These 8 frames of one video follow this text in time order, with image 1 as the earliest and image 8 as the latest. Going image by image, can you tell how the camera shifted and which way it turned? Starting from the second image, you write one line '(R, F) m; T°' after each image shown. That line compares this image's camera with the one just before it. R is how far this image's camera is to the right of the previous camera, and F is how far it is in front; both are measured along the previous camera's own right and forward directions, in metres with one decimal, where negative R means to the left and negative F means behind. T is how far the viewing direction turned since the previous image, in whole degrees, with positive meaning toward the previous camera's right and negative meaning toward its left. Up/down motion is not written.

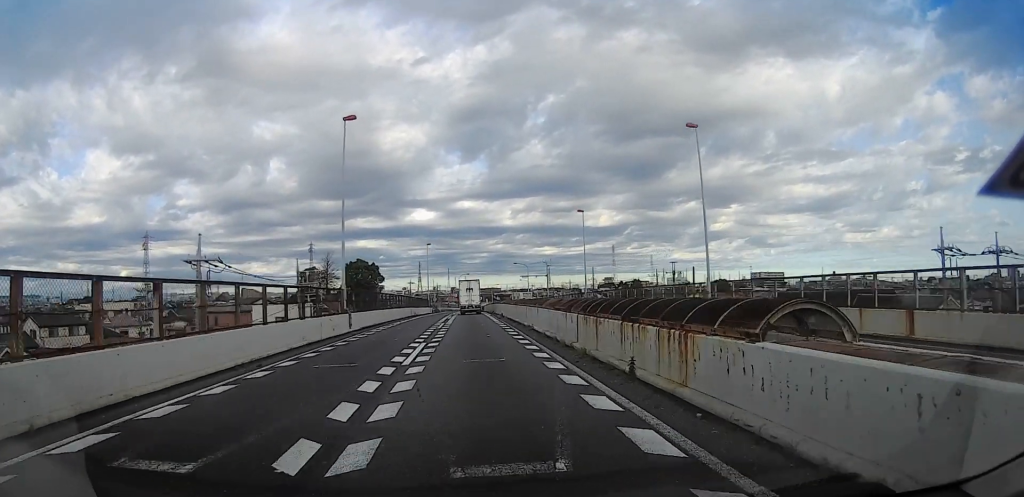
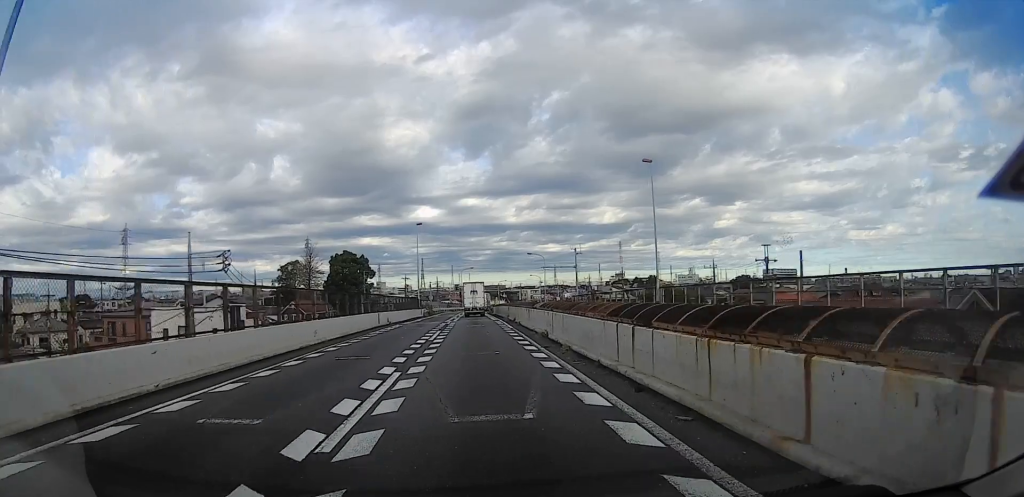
(-0.1, +18.6) m; -2°
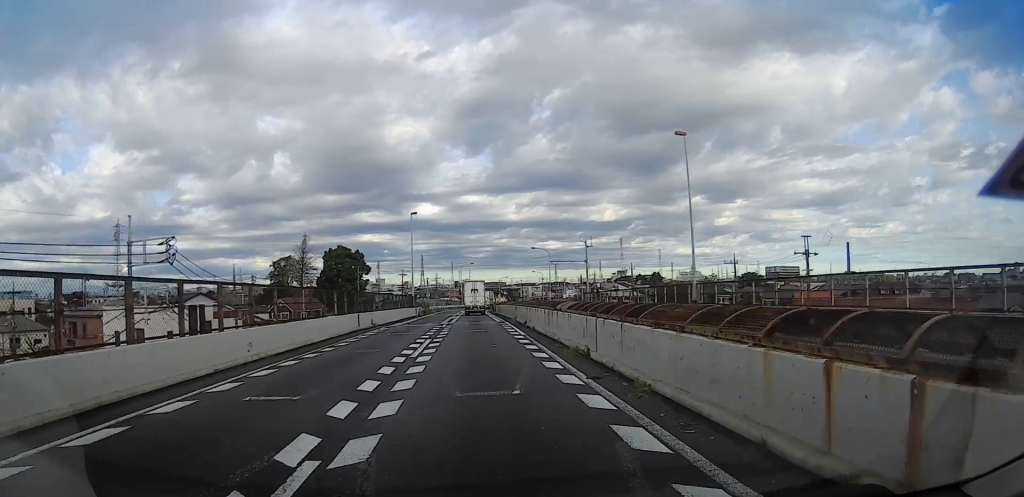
(-0.1, +5.9) m; 0°
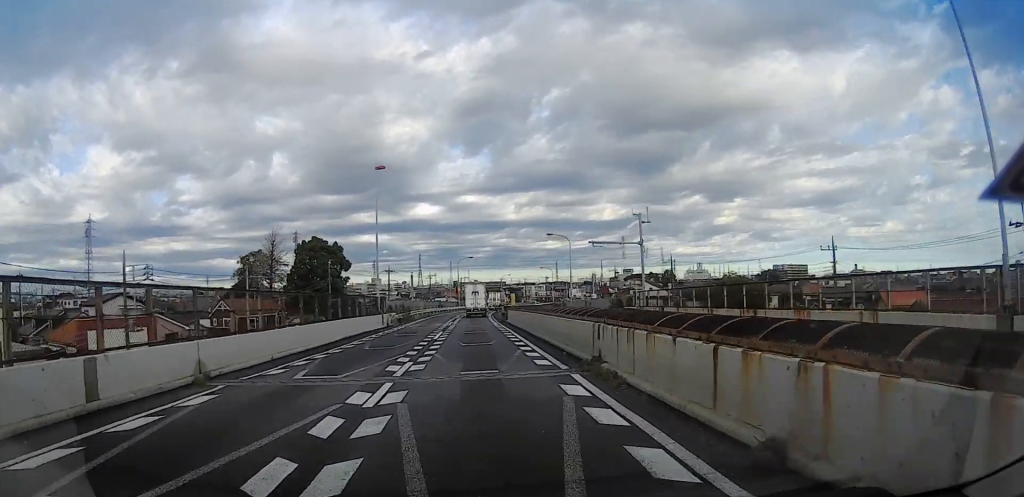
(+0.3, +20.8) m; +1°
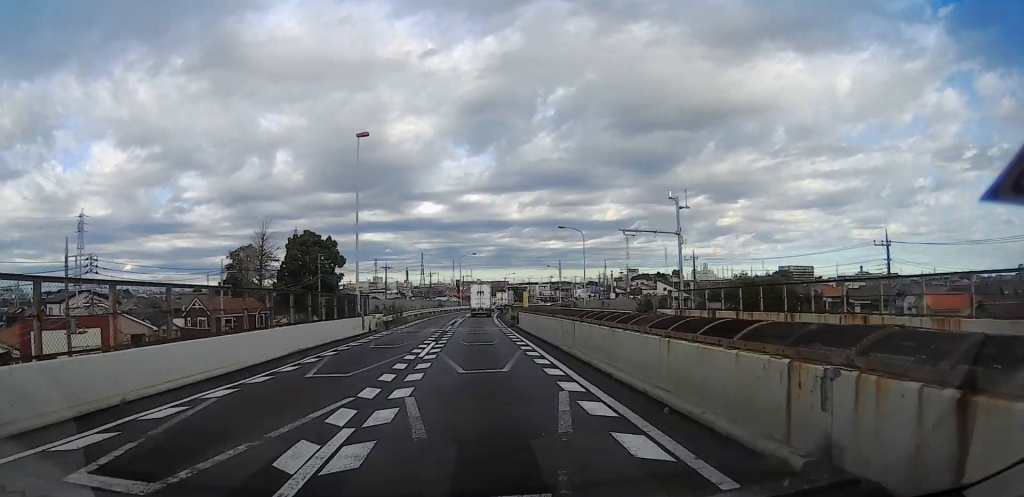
(0.0, +7.3) m; 0°
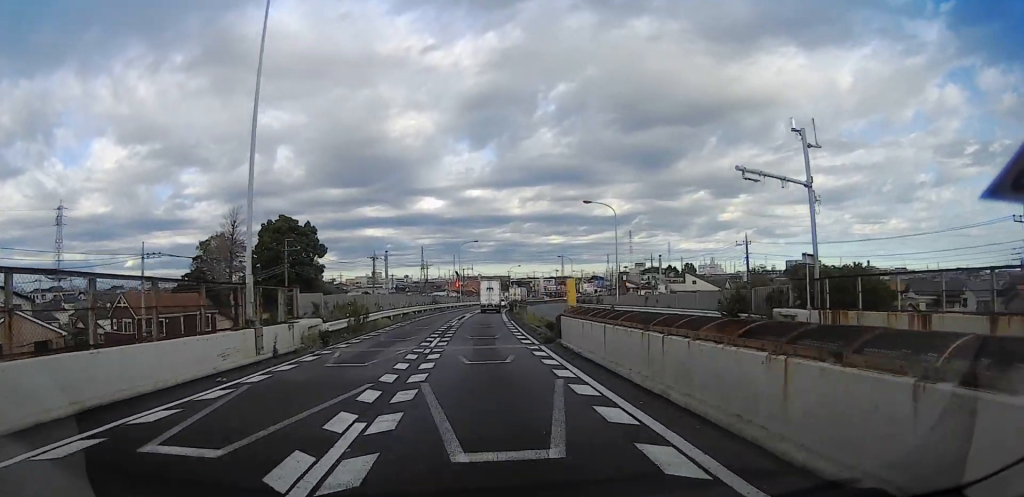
(-0.2, +15.4) m; 0°
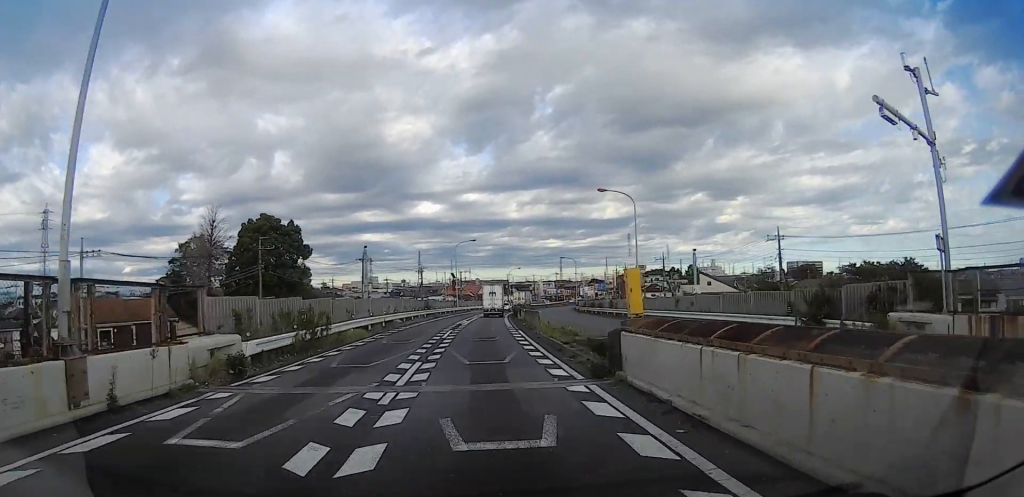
(0.0, +6.9) m; 0°
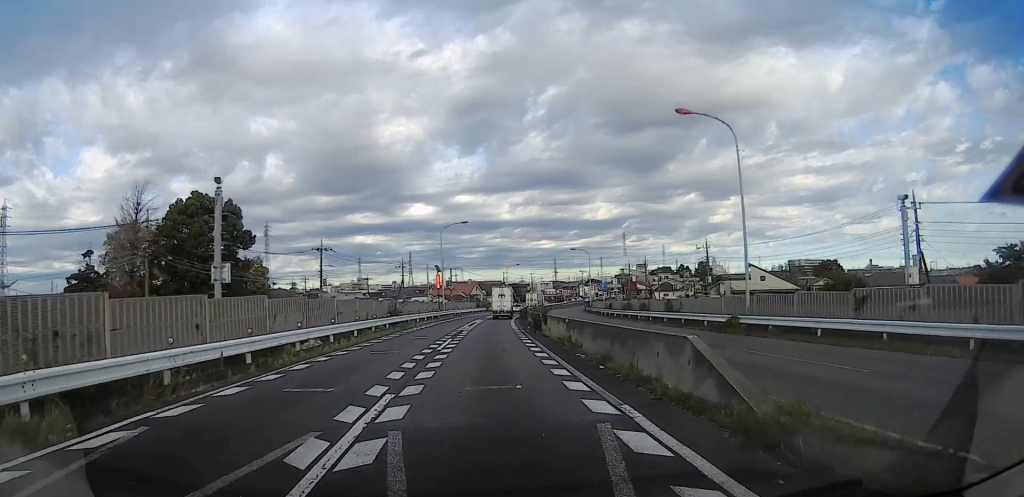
(-0.1, +18.2) m; -1°
